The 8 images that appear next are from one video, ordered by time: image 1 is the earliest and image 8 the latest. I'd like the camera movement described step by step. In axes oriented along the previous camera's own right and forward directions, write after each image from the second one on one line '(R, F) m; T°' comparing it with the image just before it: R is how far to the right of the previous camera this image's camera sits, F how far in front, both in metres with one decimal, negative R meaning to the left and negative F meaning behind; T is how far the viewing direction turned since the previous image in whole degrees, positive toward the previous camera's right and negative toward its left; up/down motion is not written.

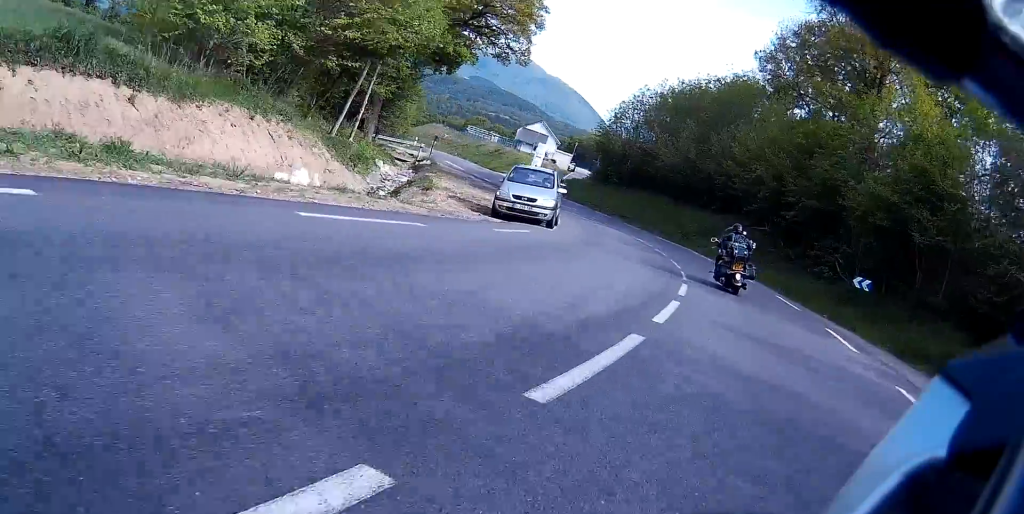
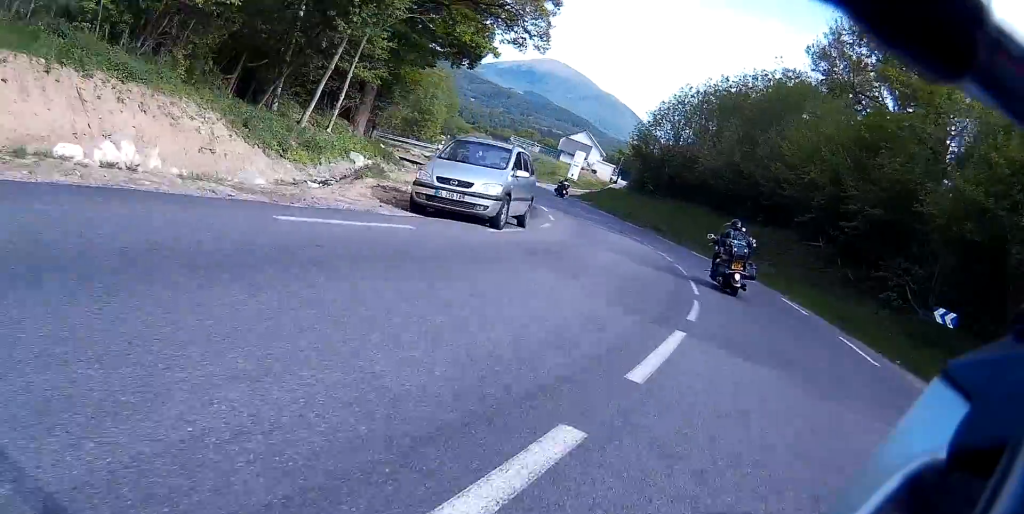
(-0.1, +7.6) m; -4°
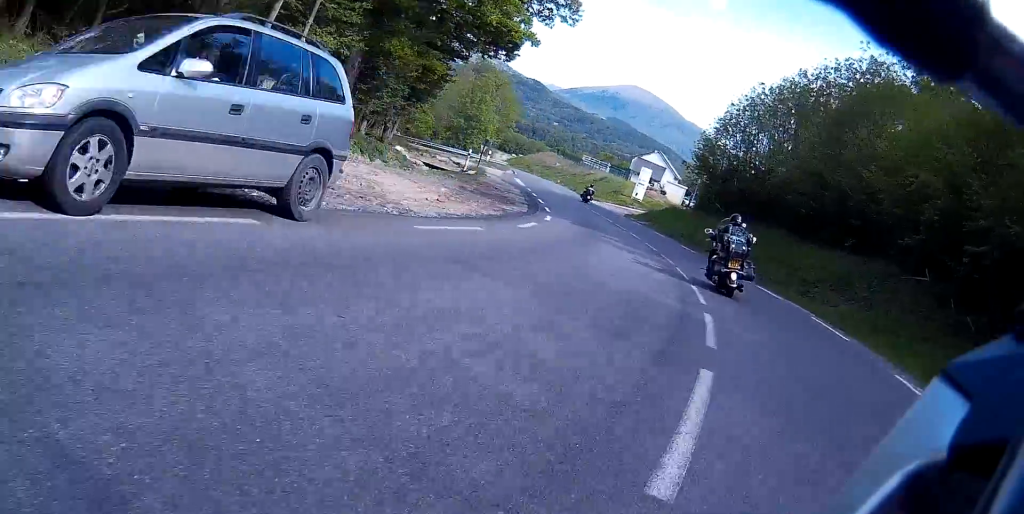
(-0.7, +10.4) m; -6°
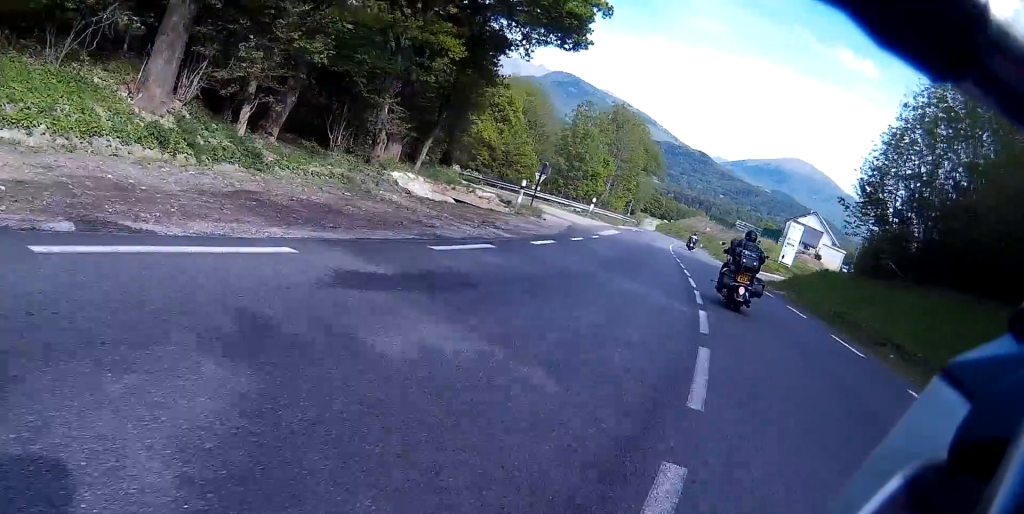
(-2.0, +19.5) m; -11°
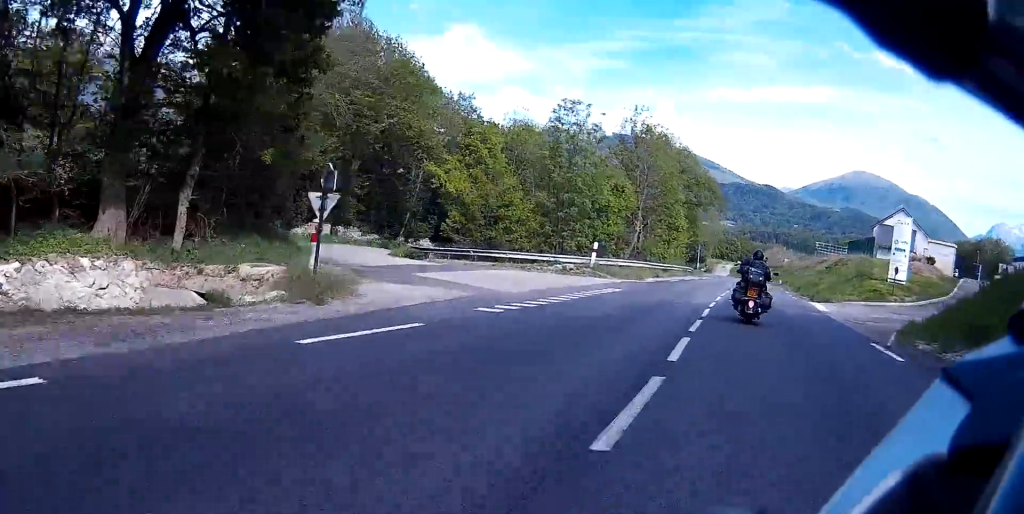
(-1.7, +22.1) m; -6°
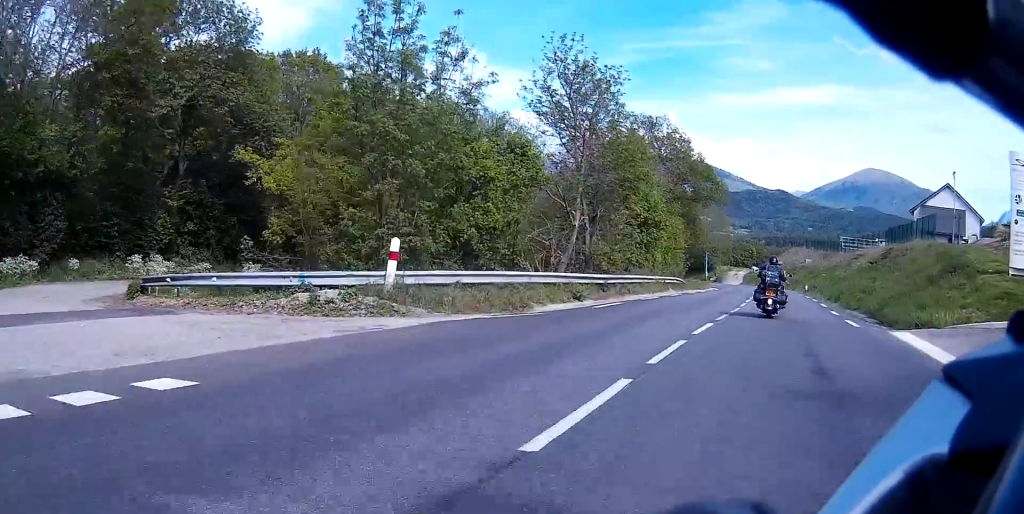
(-0.7, +21.5) m; -3°
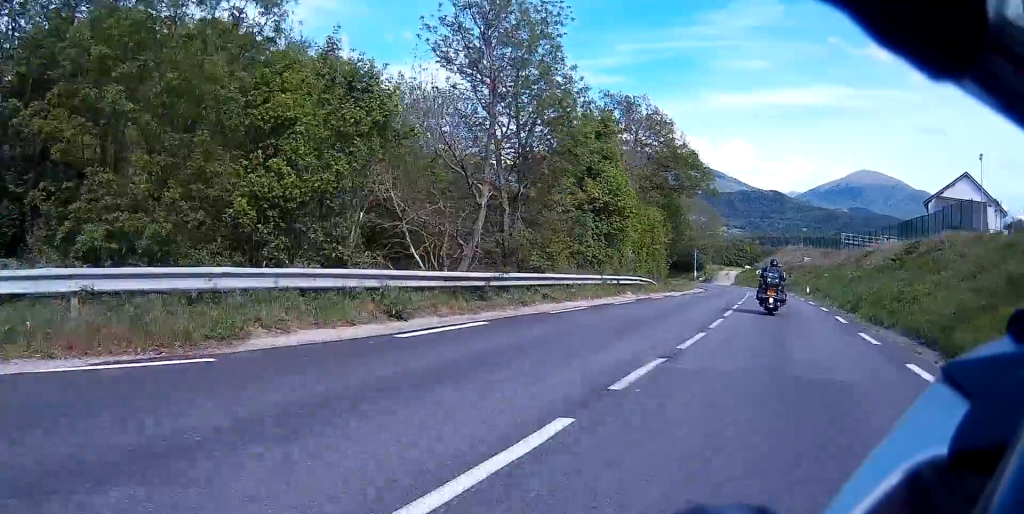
(-0.1, +10.8) m; -1°
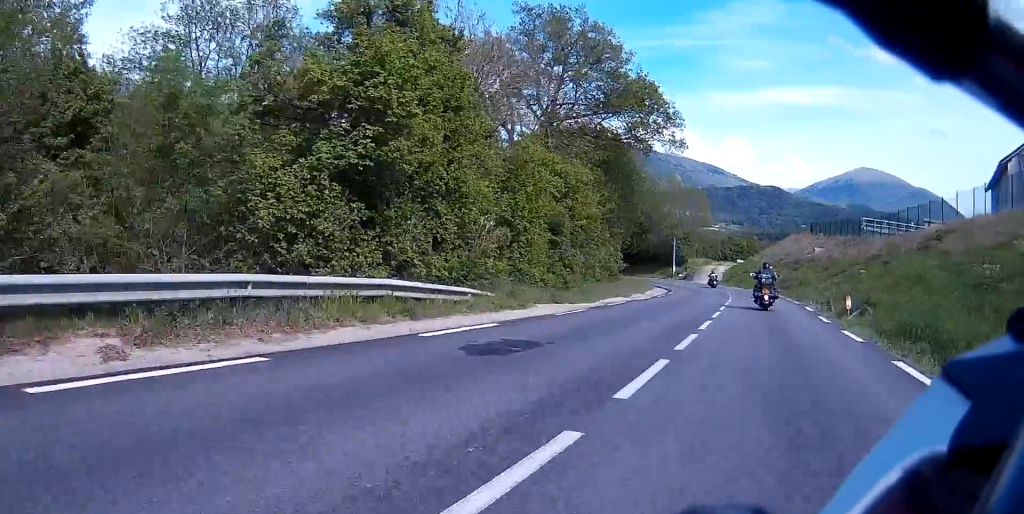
(0.0, +26.4) m; -2°
